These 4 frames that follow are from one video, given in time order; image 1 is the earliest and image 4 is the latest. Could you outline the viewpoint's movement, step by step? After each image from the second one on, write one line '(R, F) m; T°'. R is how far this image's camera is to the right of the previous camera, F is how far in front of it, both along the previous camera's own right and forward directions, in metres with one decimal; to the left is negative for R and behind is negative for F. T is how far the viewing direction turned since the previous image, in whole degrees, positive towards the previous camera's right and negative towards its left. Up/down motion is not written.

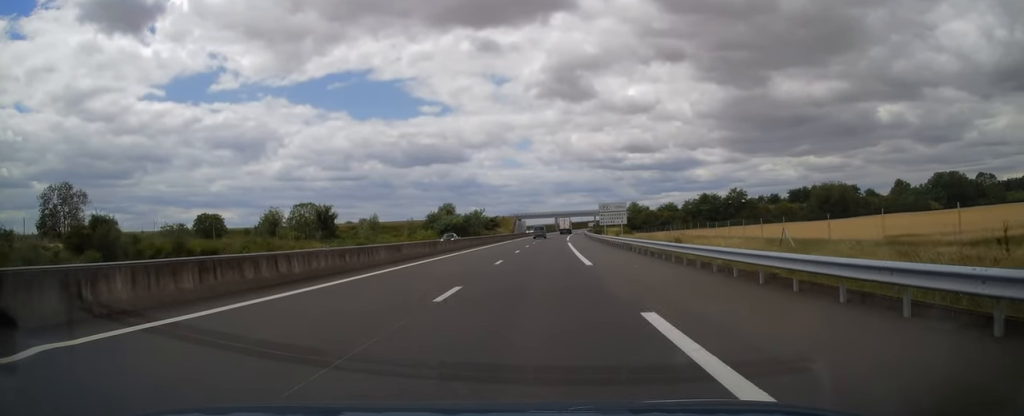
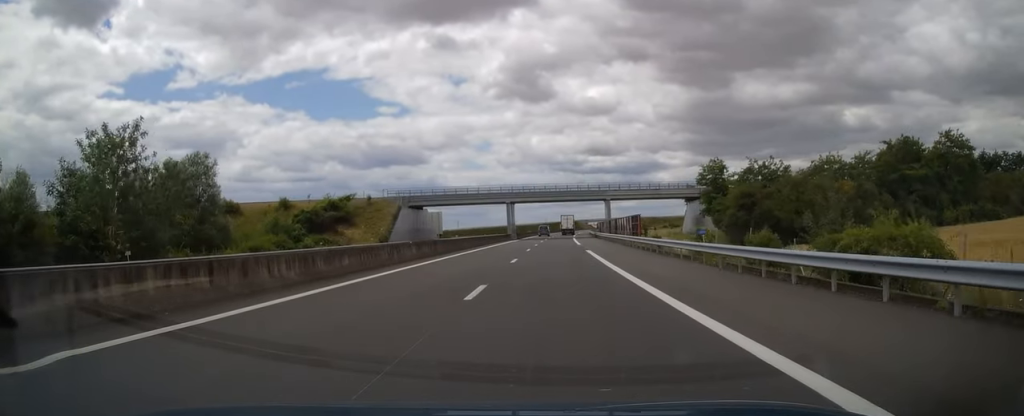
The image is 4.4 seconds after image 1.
(+2.7, +130.1) m; +3°
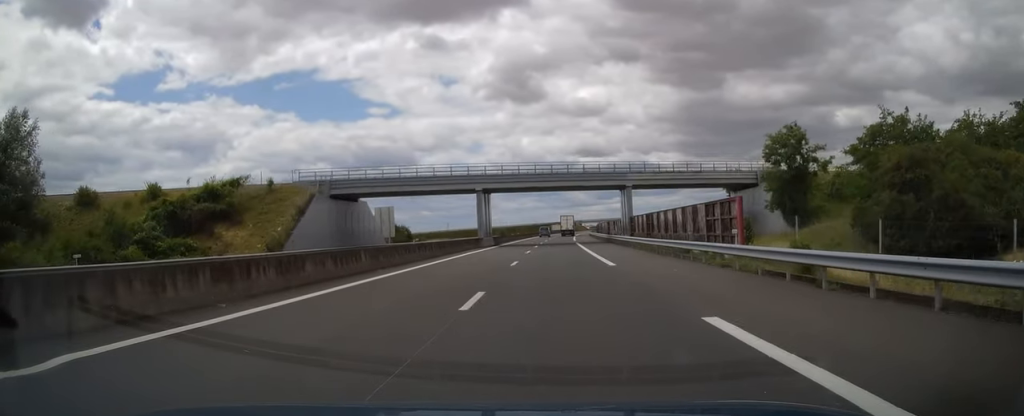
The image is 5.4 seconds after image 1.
(+0.7, +27.3) m; +1°
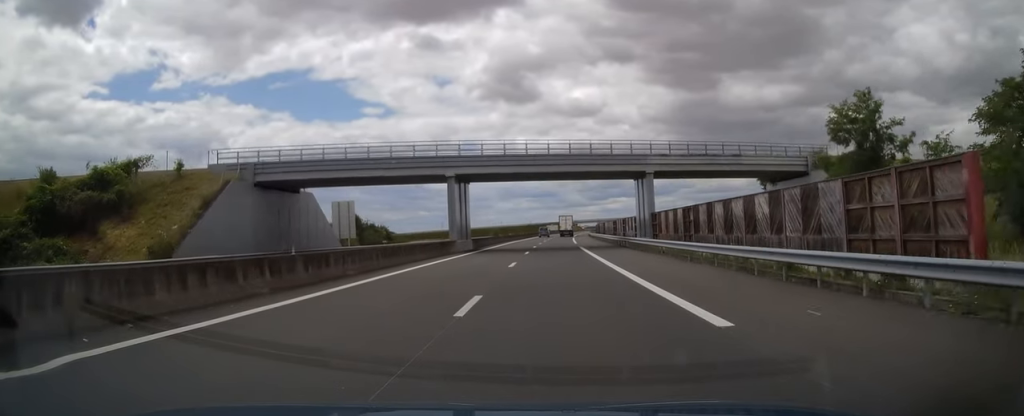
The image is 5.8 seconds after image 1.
(-0.2, +13.6) m; 0°
